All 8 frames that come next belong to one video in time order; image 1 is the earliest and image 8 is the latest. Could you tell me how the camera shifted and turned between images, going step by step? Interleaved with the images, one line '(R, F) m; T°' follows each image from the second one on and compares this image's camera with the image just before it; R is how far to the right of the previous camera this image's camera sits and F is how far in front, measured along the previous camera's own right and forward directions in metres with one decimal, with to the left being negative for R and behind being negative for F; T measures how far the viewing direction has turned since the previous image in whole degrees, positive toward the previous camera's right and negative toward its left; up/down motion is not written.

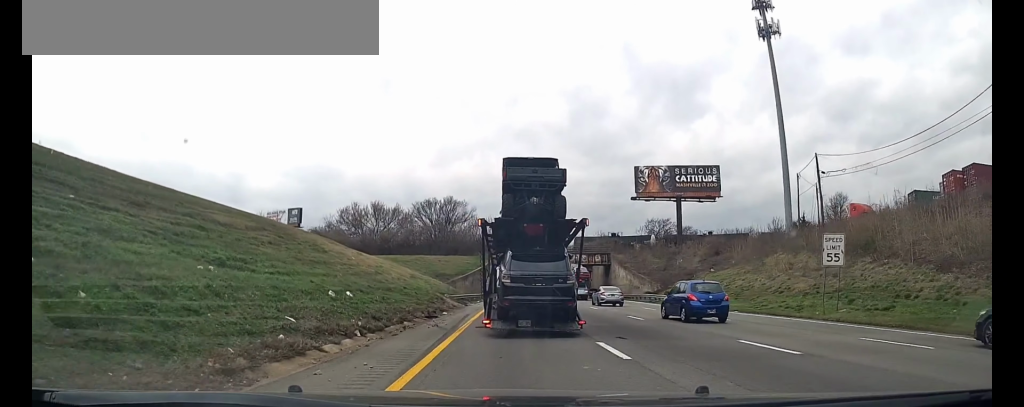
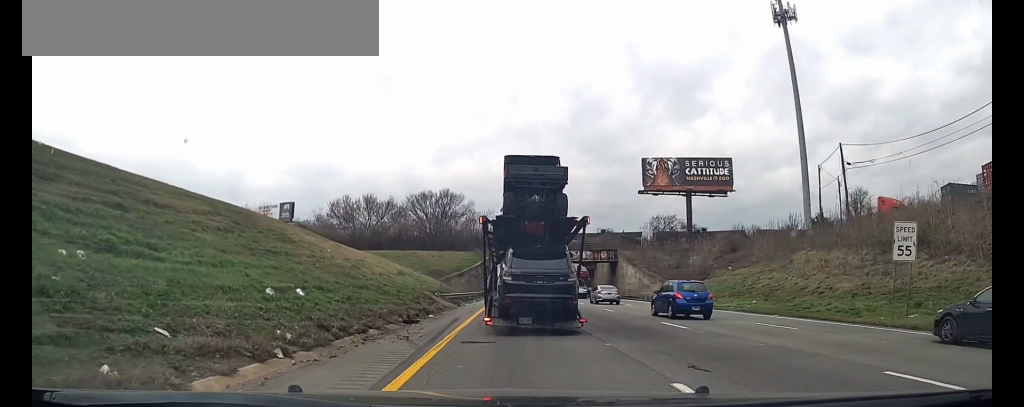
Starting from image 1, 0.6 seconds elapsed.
(+0.1, +5.7) m; +2°
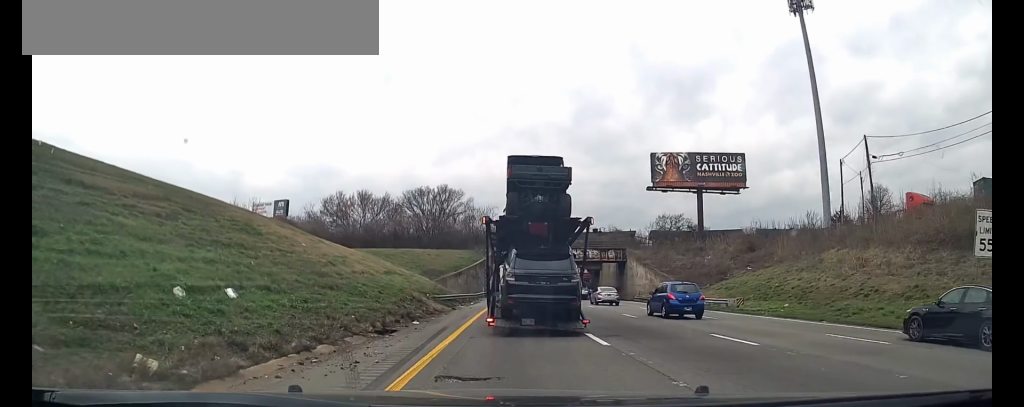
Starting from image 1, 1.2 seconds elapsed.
(+0.2, +4.7) m; 0°
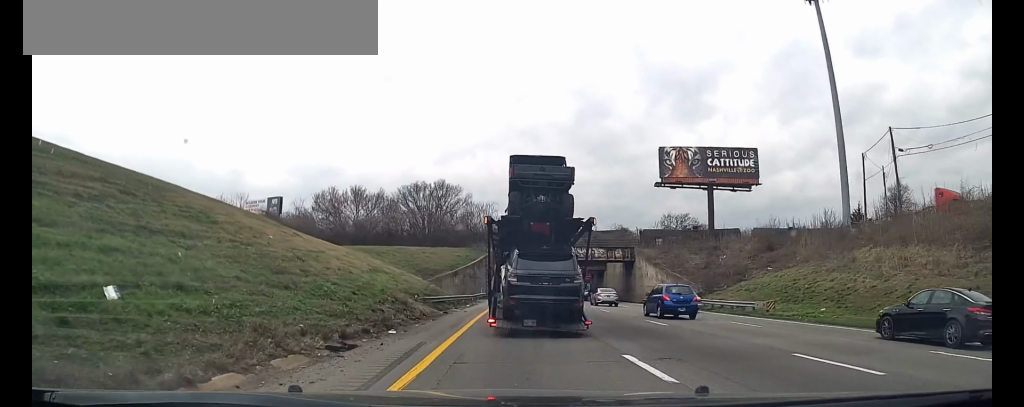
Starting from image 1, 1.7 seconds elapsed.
(0.0, +4.4) m; -1°
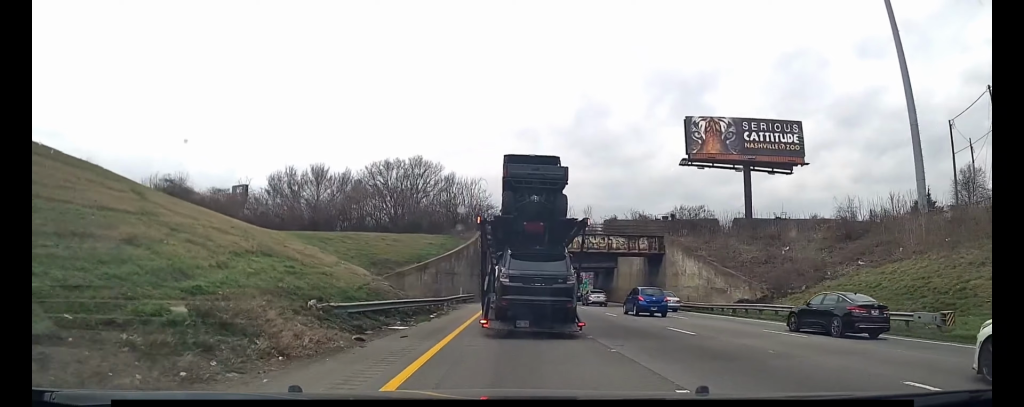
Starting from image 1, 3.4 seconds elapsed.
(-0.4, +15.4) m; 0°
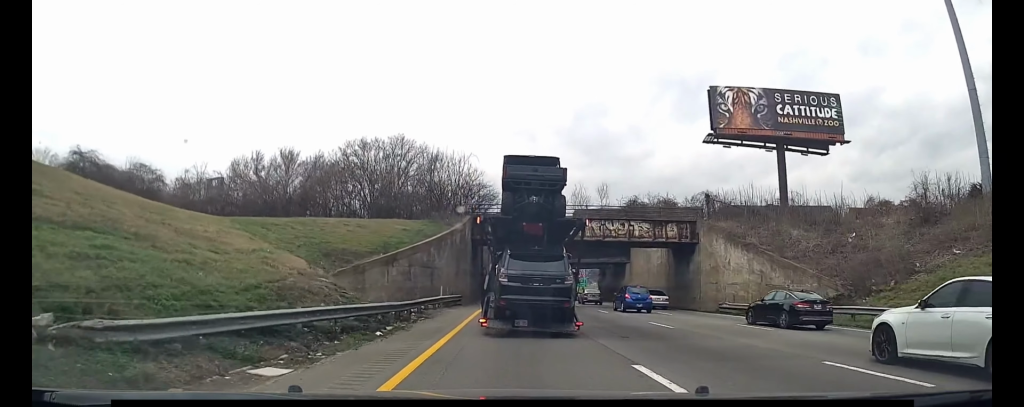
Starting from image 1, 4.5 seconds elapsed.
(0.0, +10.0) m; 0°
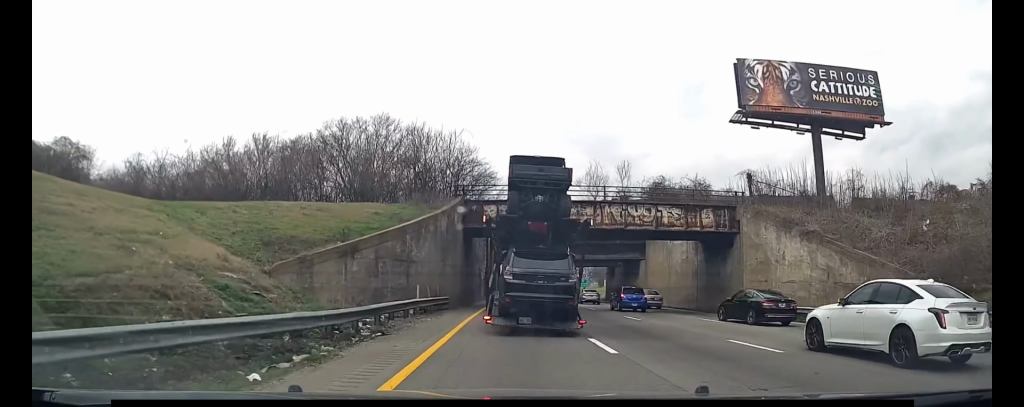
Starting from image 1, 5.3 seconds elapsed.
(0.0, +7.7) m; 0°
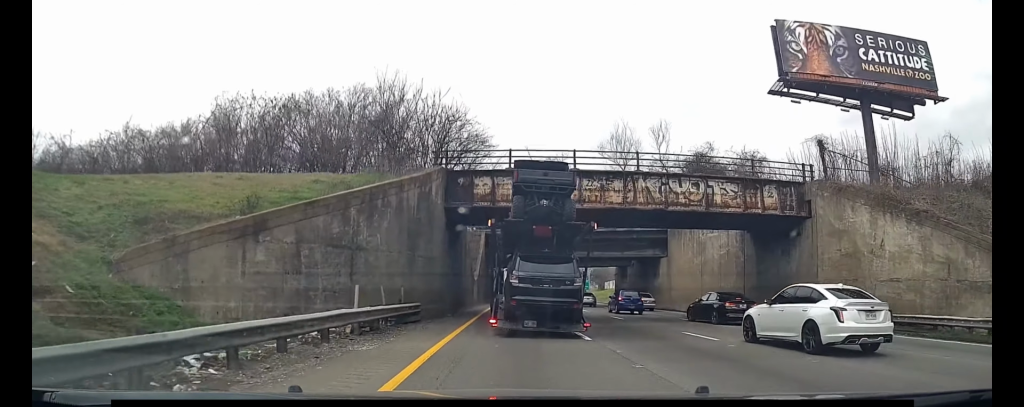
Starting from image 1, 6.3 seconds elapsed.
(+0.1, +8.6) m; 0°
